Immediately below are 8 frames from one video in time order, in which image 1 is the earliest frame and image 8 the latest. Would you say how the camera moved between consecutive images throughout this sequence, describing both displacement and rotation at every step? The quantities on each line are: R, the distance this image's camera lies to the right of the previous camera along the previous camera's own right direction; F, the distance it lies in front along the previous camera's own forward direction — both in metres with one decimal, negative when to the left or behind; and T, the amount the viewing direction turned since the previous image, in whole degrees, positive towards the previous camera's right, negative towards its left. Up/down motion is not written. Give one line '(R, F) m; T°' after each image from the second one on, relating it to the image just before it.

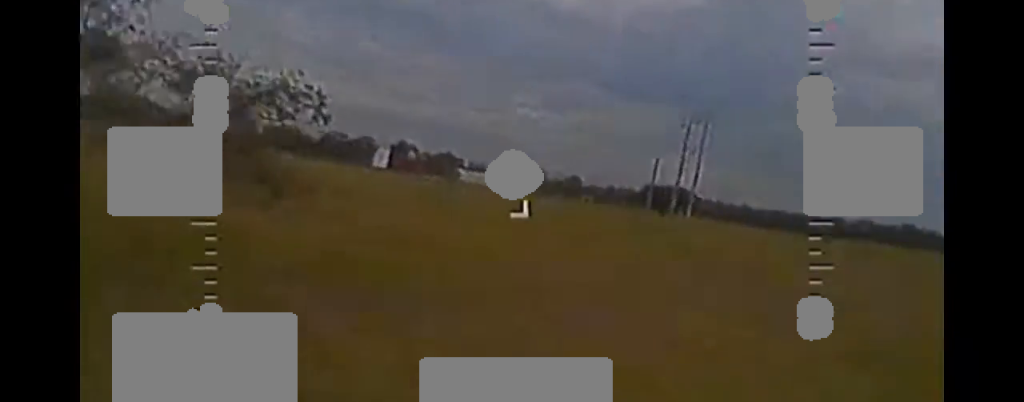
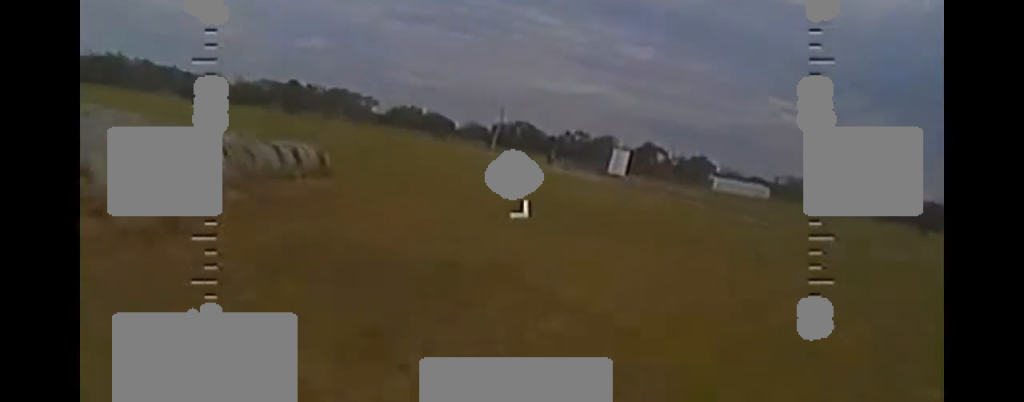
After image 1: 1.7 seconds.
(-3.7, +27.3) m; -13°
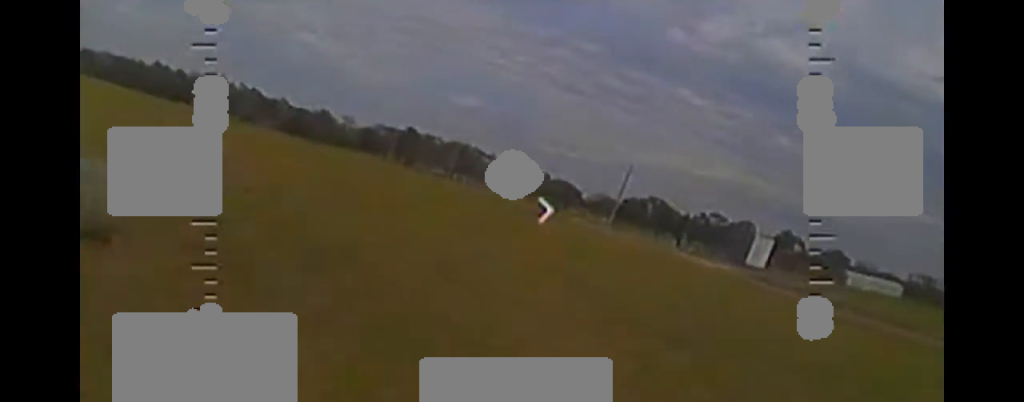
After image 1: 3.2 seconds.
(-2.8, +20.8) m; -17°
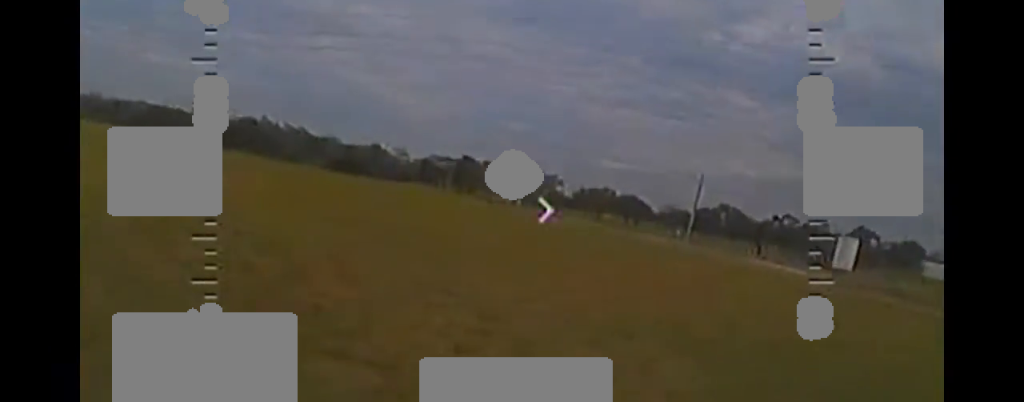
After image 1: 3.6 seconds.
(-0.7, +6.7) m; -5°
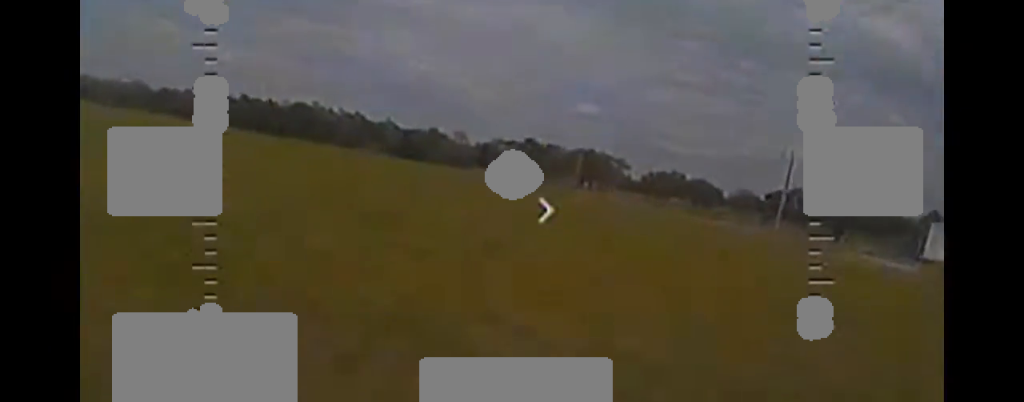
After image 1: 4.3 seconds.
(-0.3, +9.9) m; -4°
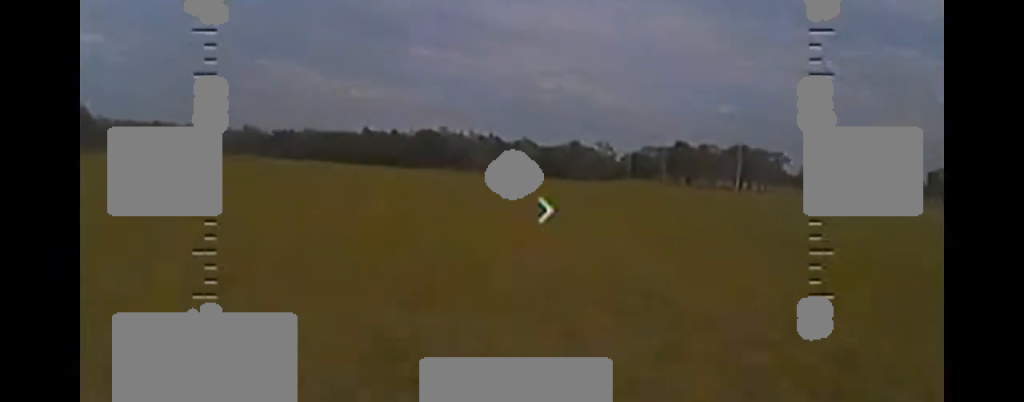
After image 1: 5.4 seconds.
(-0.8, +15.5) m; -6°
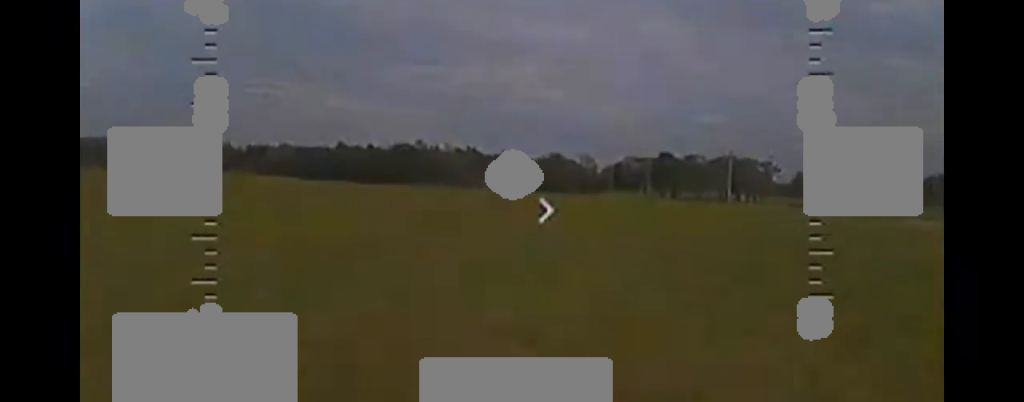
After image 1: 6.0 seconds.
(-0.2, +8.1) m; -3°
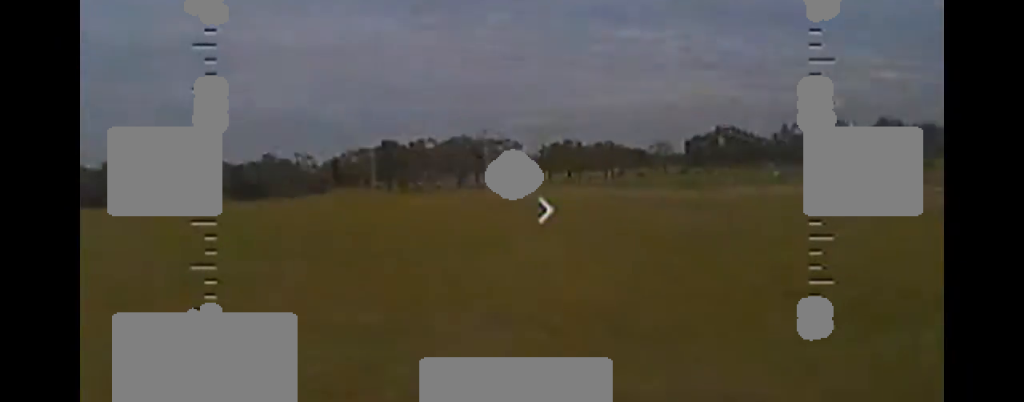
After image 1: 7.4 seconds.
(-0.9, +19.9) m; -4°
